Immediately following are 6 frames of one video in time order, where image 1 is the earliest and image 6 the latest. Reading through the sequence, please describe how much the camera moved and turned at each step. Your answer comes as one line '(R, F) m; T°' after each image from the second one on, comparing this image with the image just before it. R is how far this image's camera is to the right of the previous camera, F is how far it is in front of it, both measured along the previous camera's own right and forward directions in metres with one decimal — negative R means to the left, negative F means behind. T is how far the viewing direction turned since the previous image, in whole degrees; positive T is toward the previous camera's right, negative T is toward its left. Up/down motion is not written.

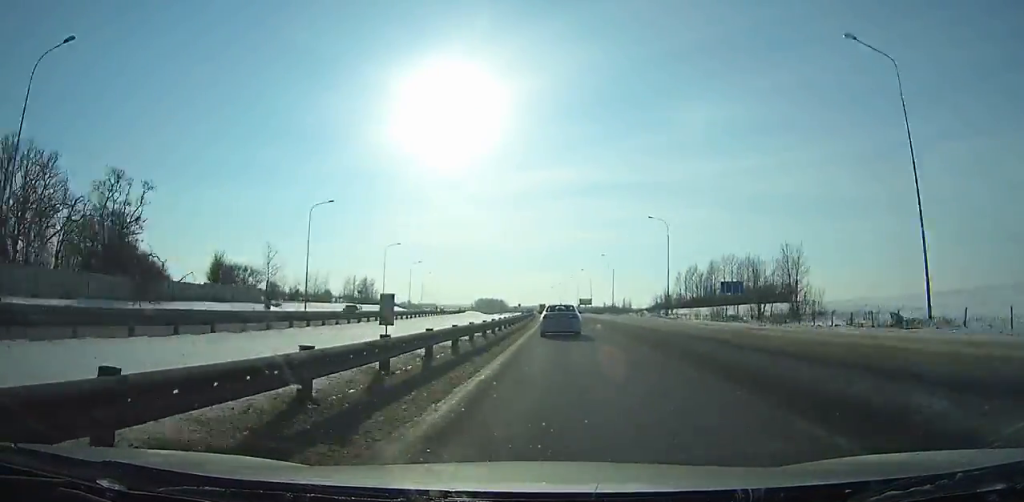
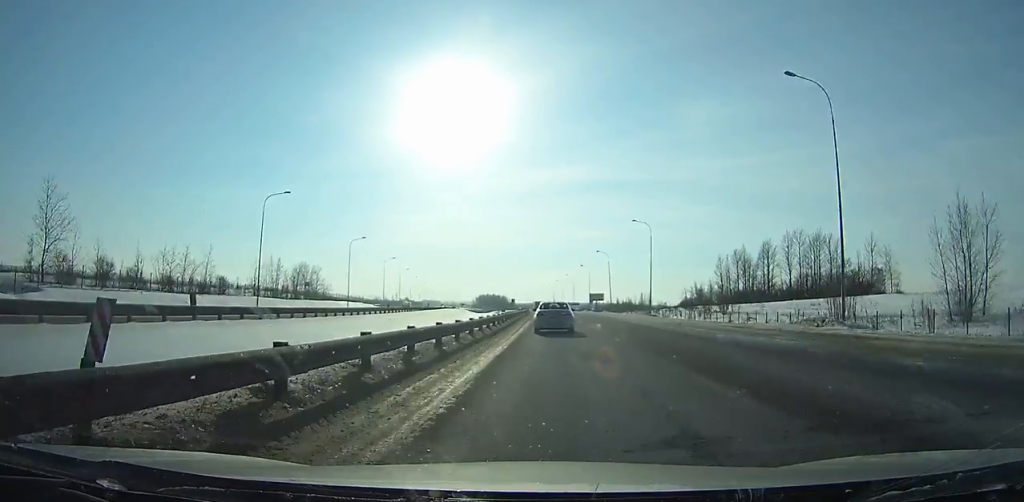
(-0.1, +44.6) m; -1°
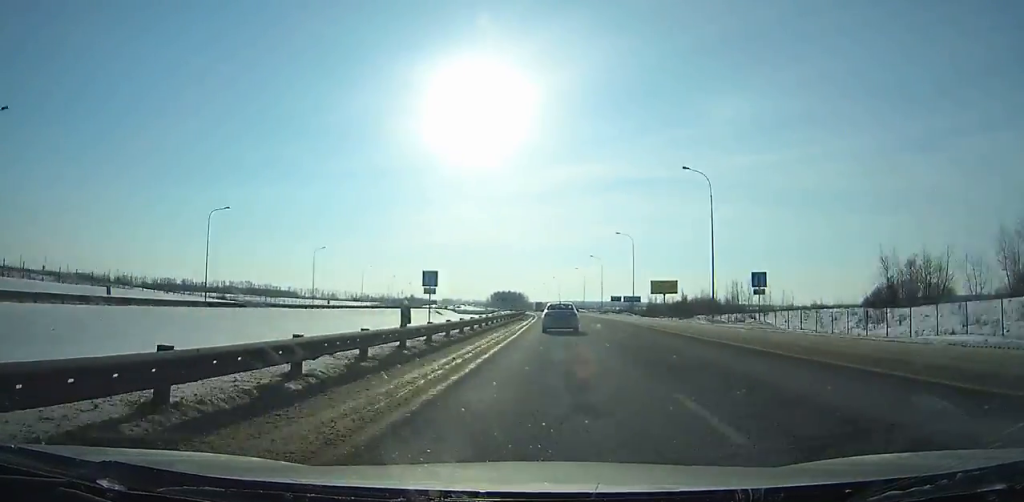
(-2.4, +108.5) m; -3°
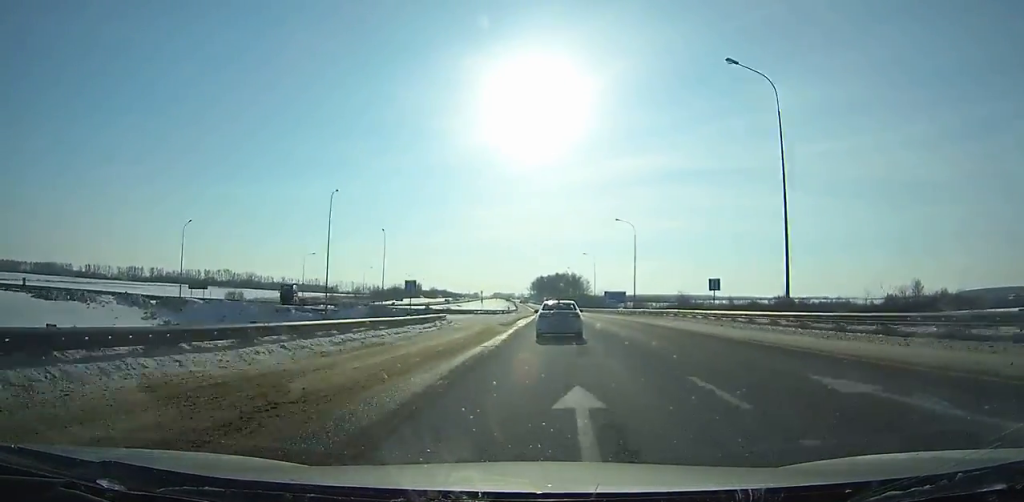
(-11.0, +234.8) m; -5°
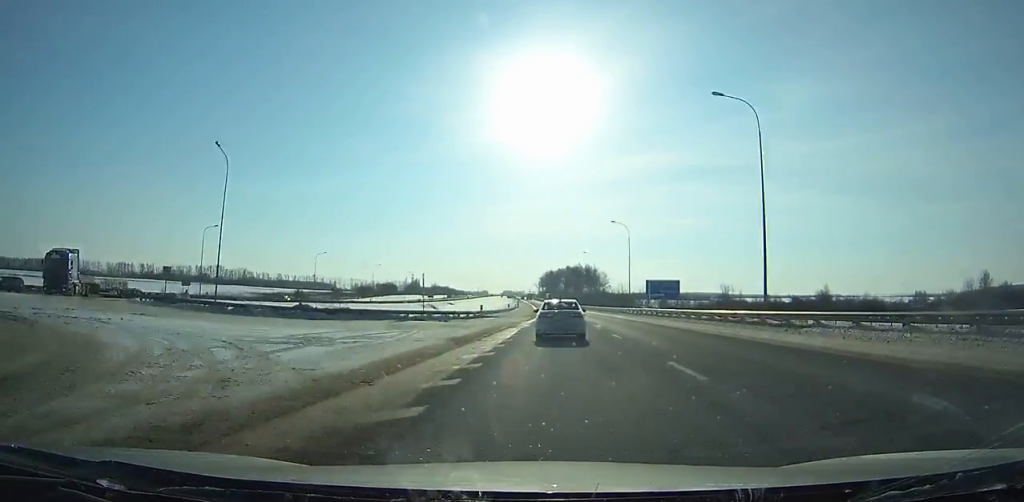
(-0.5, +45.8) m; -1°
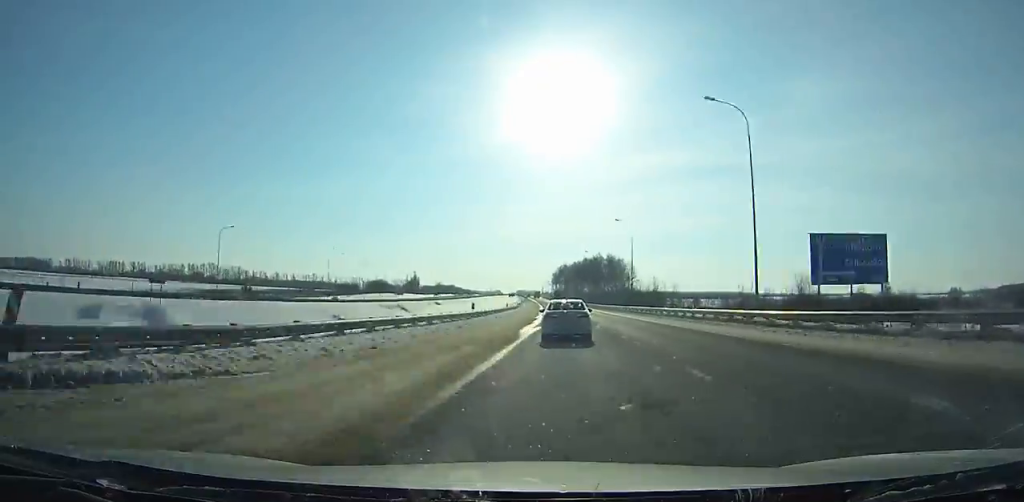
(-0.4, +48.3) m; -1°
